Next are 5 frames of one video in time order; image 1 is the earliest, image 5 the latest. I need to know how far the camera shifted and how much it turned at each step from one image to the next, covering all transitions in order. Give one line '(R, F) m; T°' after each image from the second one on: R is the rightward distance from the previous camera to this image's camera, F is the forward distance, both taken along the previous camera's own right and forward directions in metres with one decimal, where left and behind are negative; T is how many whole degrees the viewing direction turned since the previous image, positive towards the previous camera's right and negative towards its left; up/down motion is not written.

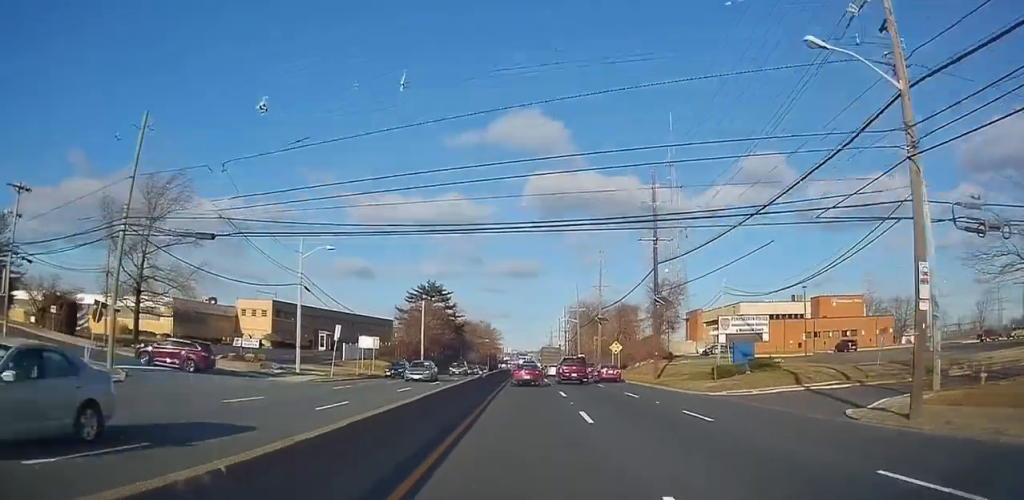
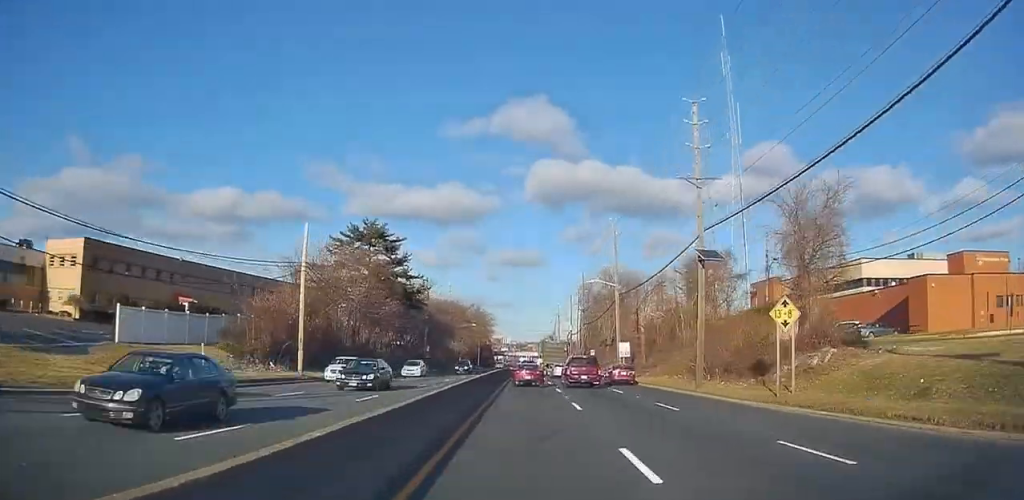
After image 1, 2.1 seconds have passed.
(+0.1, +44.4) m; +1°
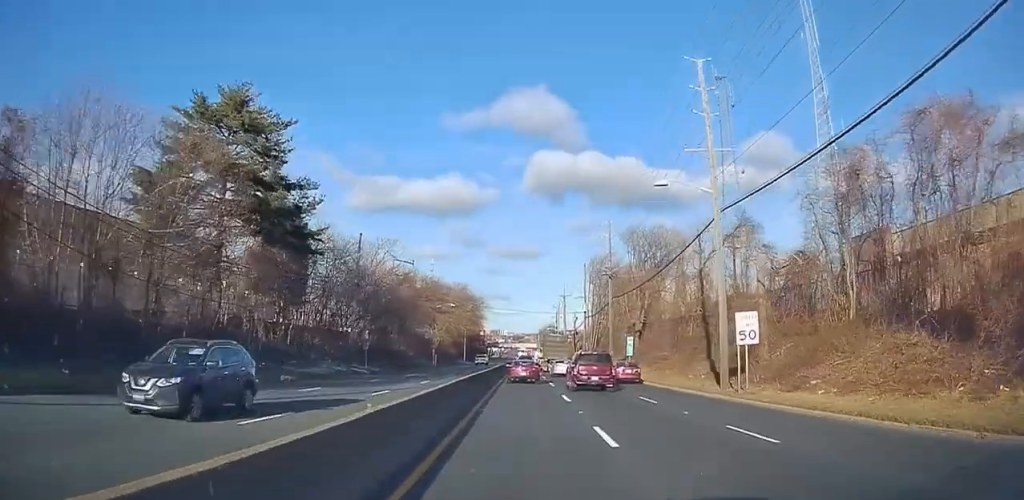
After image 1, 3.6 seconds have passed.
(-0.2, +33.1) m; 0°
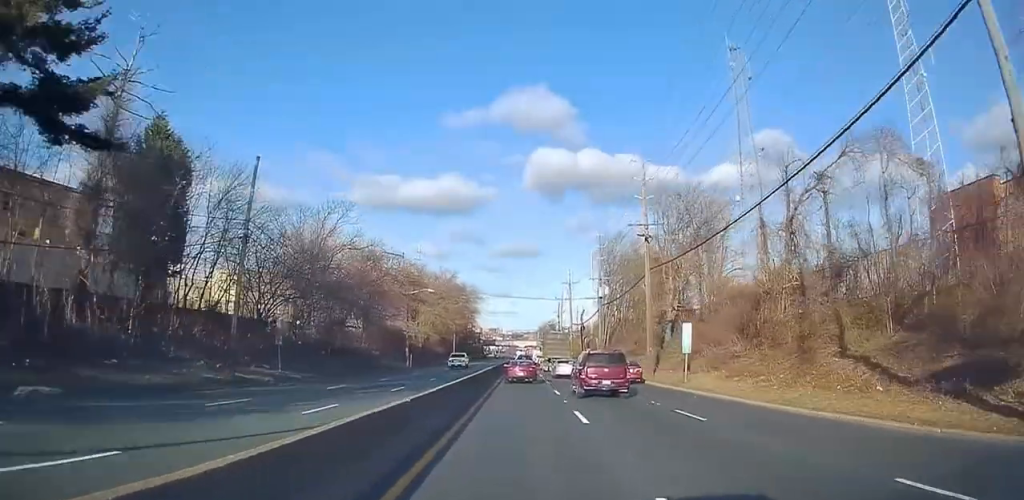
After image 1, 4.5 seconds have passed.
(+0.2, +19.6) m; 0°
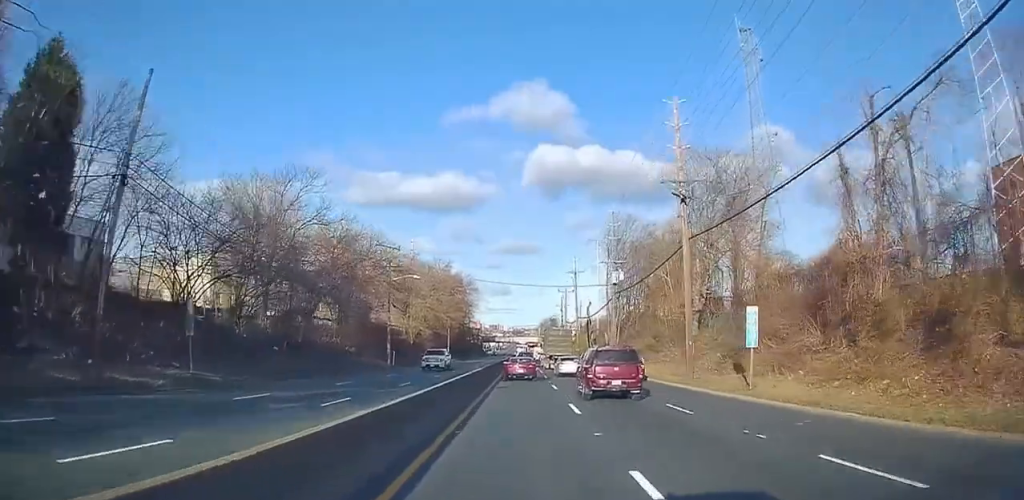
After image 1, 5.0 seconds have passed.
(-0.2, +10.2) m; 0°
